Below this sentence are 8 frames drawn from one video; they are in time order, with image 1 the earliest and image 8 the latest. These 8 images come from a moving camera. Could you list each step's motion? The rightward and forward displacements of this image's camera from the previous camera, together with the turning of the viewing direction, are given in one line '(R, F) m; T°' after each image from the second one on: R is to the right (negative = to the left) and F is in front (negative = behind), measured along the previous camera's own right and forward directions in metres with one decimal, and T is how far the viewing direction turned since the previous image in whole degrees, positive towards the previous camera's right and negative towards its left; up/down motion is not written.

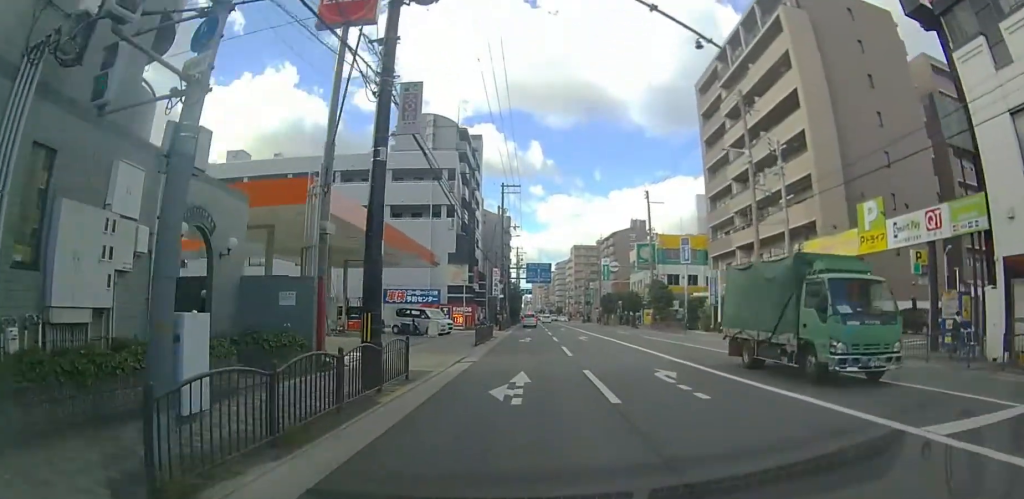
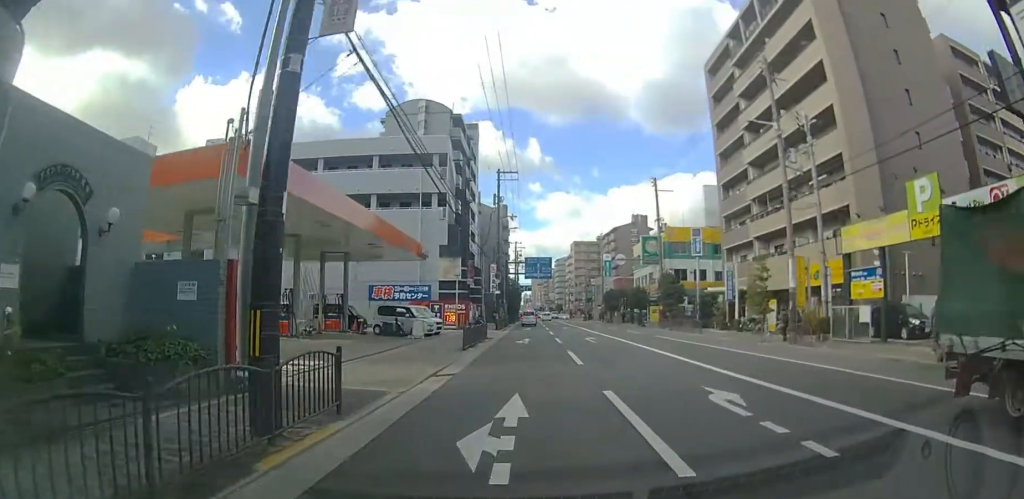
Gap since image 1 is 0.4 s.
(-0.1, +4.4) m; 0°
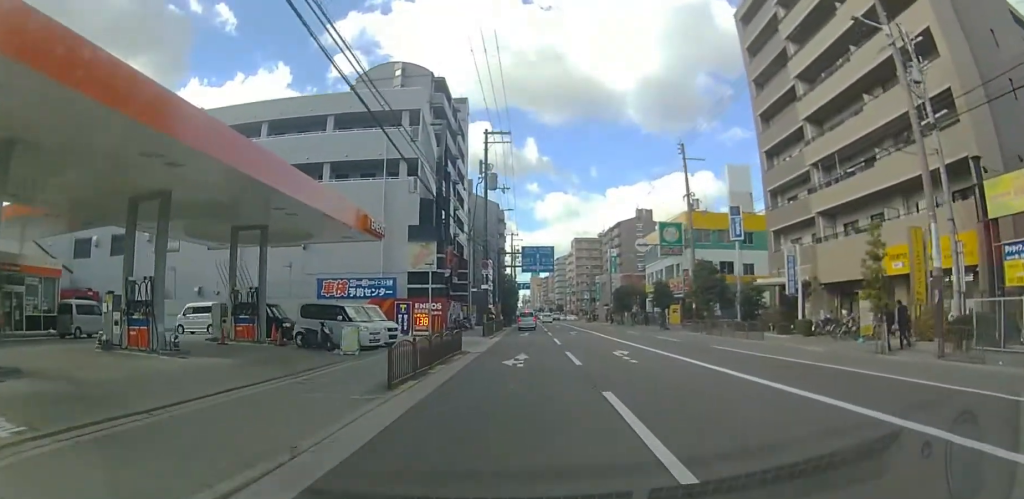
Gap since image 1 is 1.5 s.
(+0.1, +10.9) m; -5°
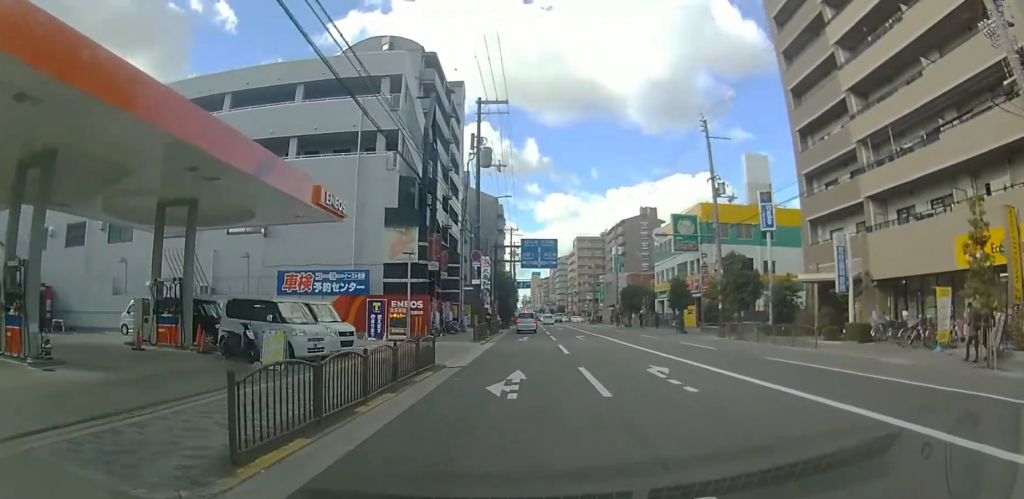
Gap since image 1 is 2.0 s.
(-0.7, +6.2) m; 0°
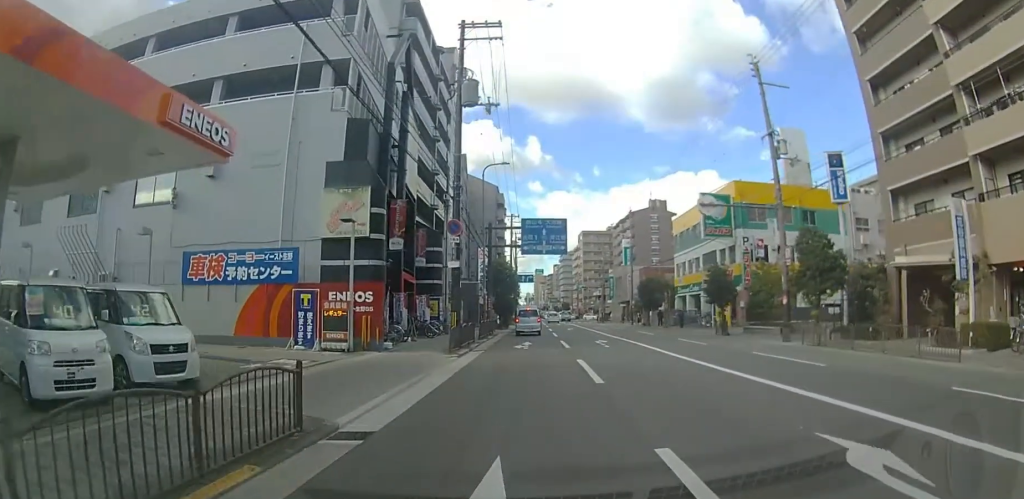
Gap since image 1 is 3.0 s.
(+0.4, +10.3) m; +3°
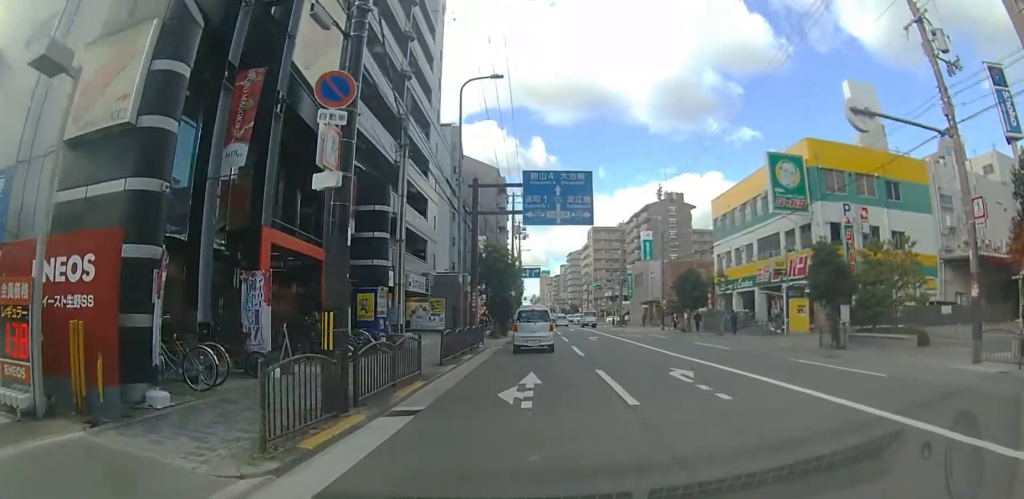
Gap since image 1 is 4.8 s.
(-0.1, +16.4) m; -1°
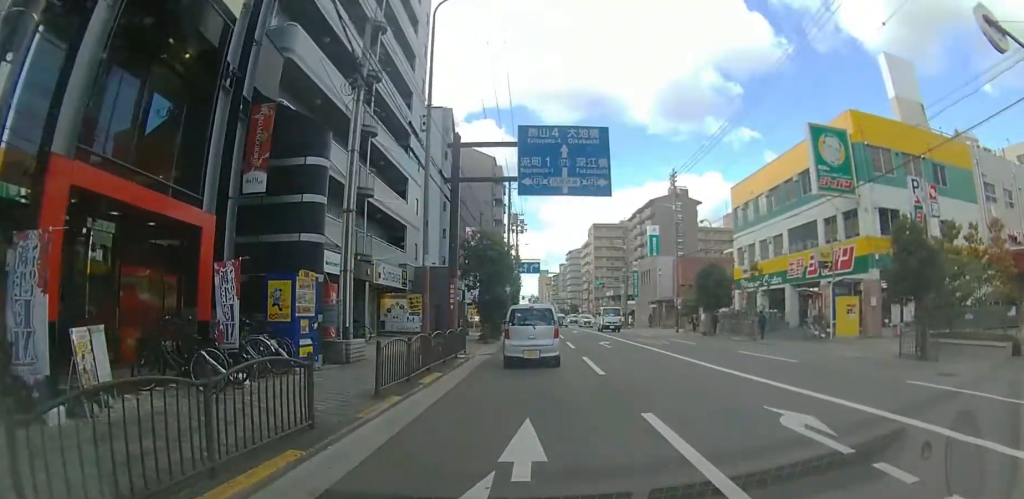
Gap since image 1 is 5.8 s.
(0.0, +8.2) m; 0°
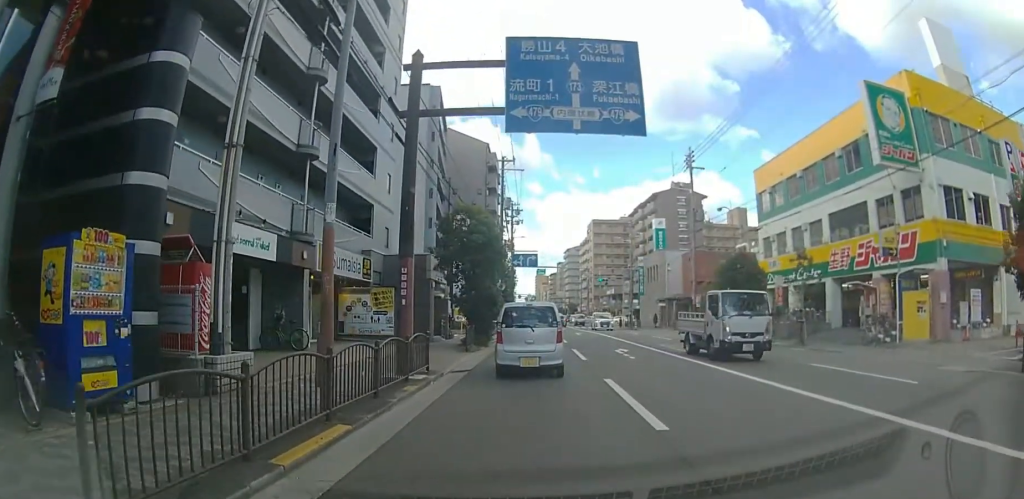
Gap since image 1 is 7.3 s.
(0.0, +9.0) m; 0°
